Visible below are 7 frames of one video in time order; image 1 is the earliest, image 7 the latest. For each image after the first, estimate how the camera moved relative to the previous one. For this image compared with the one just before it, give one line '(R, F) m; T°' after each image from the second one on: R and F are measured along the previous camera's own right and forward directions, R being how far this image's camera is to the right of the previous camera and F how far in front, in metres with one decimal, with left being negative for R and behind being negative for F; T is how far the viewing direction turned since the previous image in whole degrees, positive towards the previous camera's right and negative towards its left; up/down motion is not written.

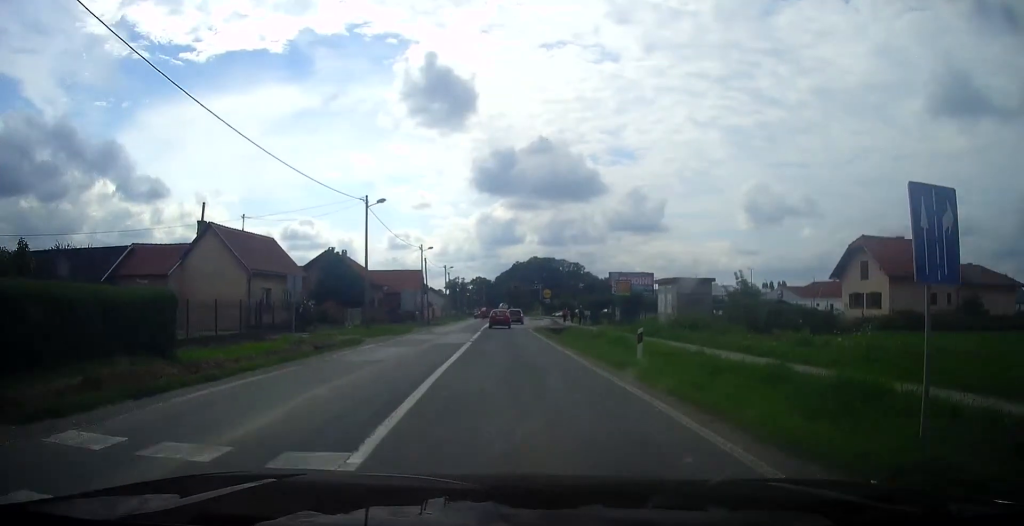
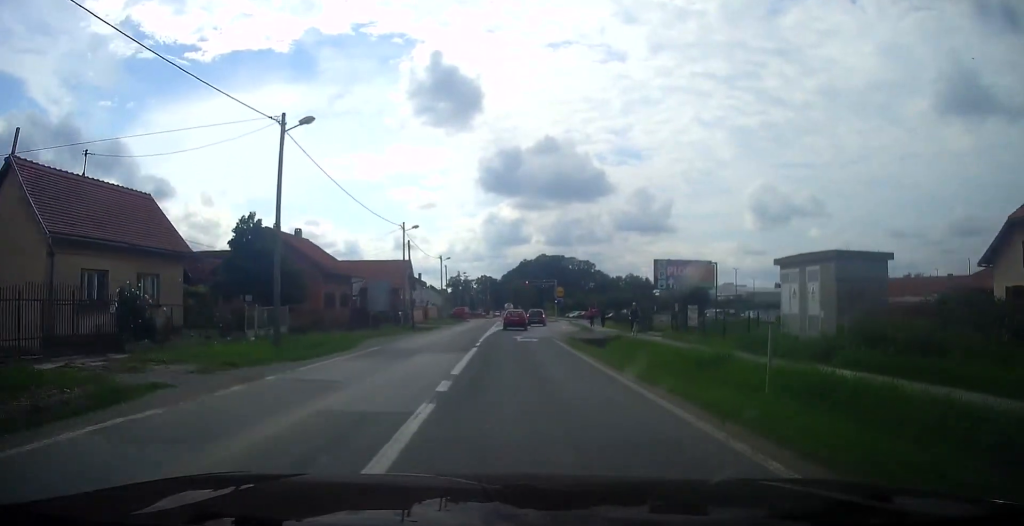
(0.0, +16.7) m; -1°
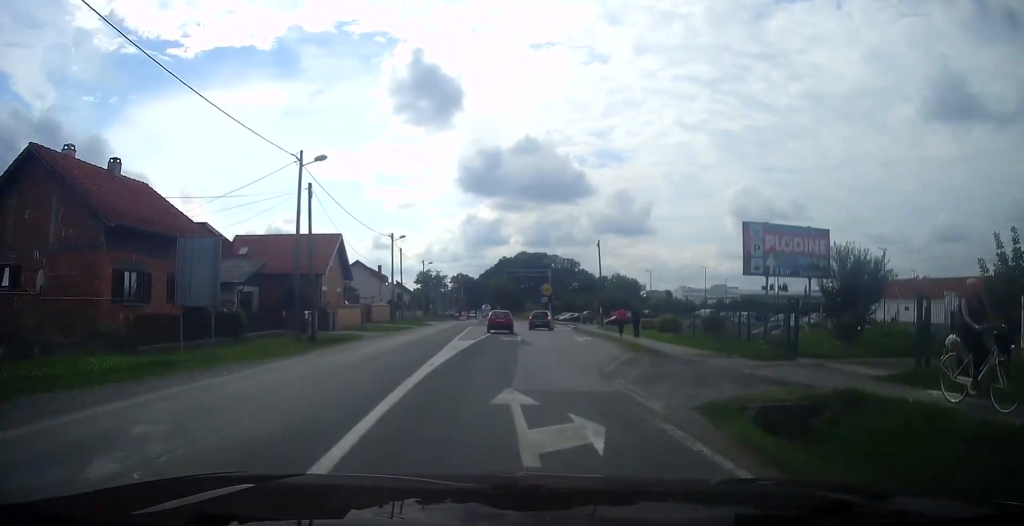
(-0.3, +22.5) m; +1°
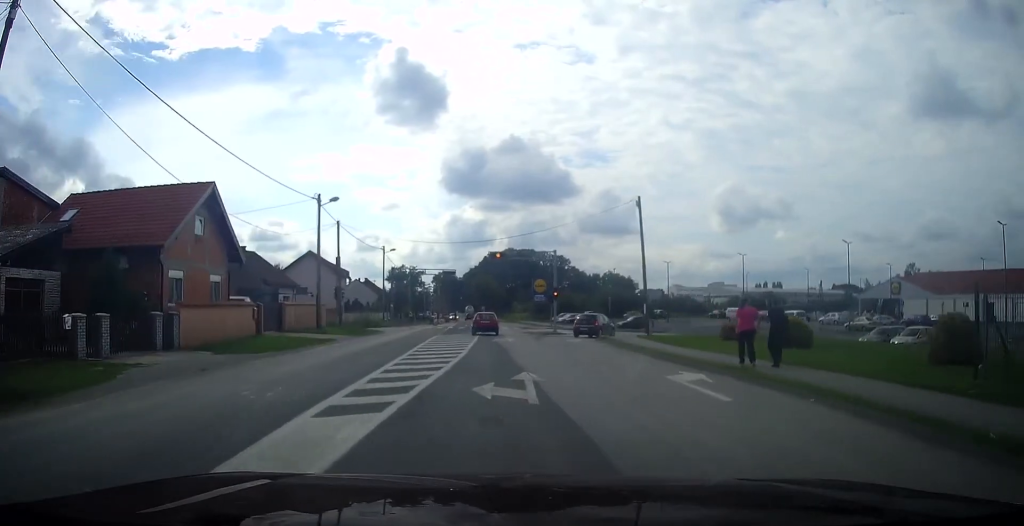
(+1.3, +19.6) m; +4°
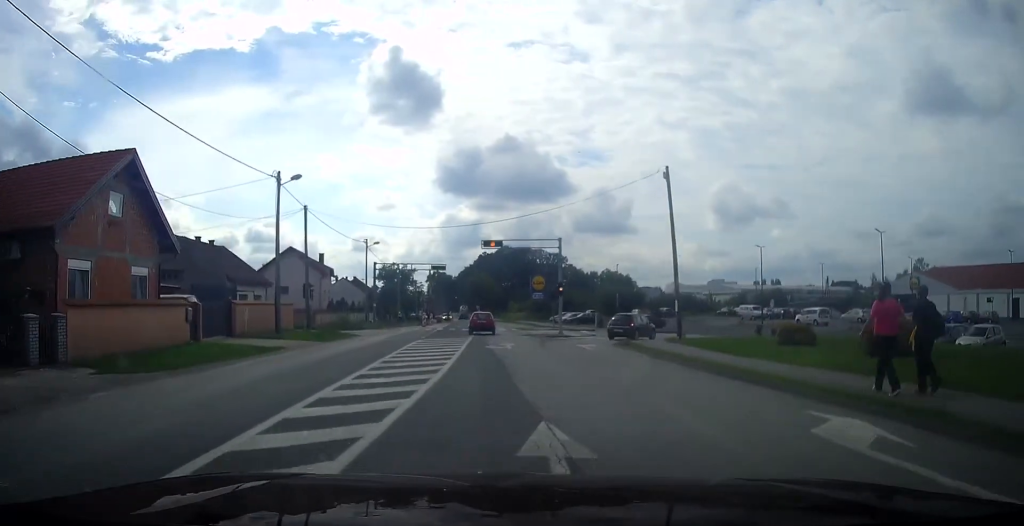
(-0.1, +6.4) m; 0°
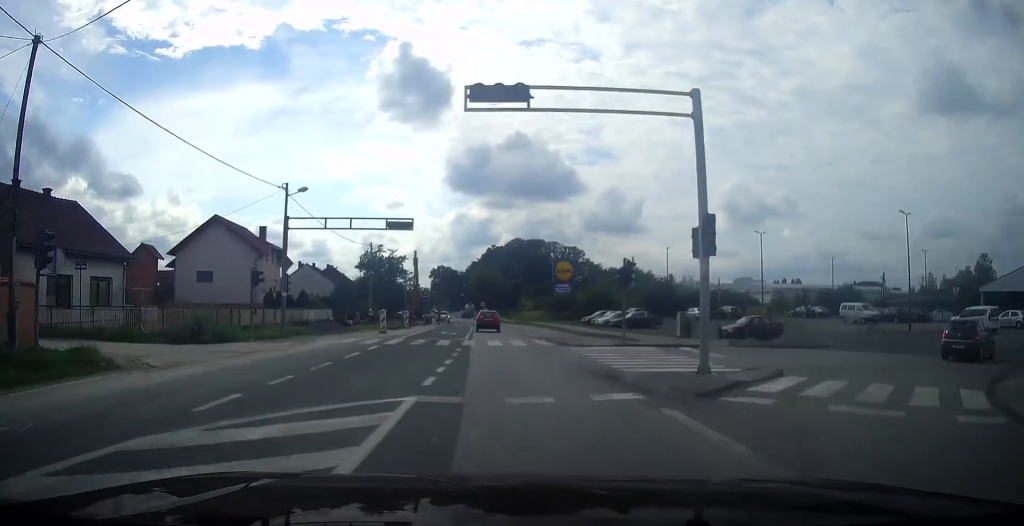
(-0.1, +24.4) m; -1°
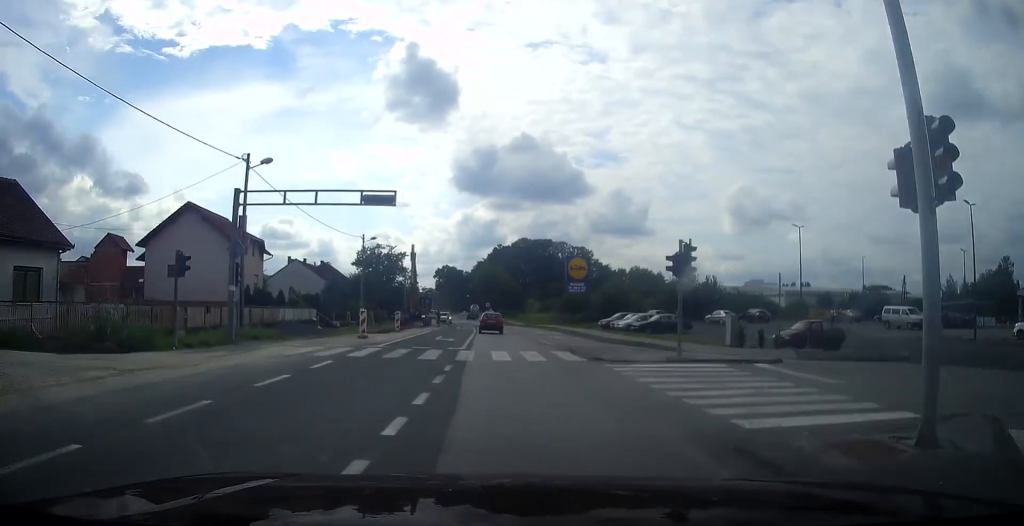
(-0.1, +6.5) m; -1°
